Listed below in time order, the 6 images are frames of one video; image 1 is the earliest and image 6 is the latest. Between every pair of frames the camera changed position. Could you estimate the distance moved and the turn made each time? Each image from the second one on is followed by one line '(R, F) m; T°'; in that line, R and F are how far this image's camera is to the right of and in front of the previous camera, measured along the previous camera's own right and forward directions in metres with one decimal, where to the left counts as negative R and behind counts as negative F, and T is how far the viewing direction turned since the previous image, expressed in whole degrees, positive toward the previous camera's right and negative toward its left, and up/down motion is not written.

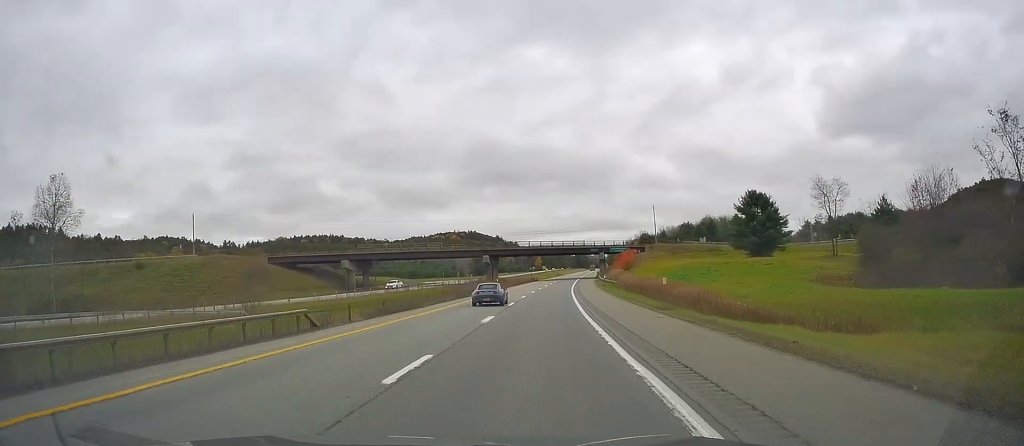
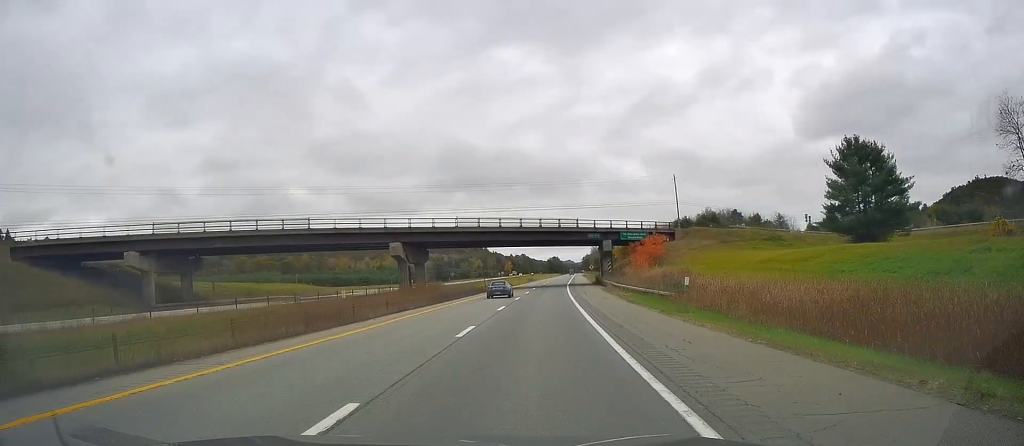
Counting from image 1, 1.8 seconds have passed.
(+1.3, +52.9) m; +3°
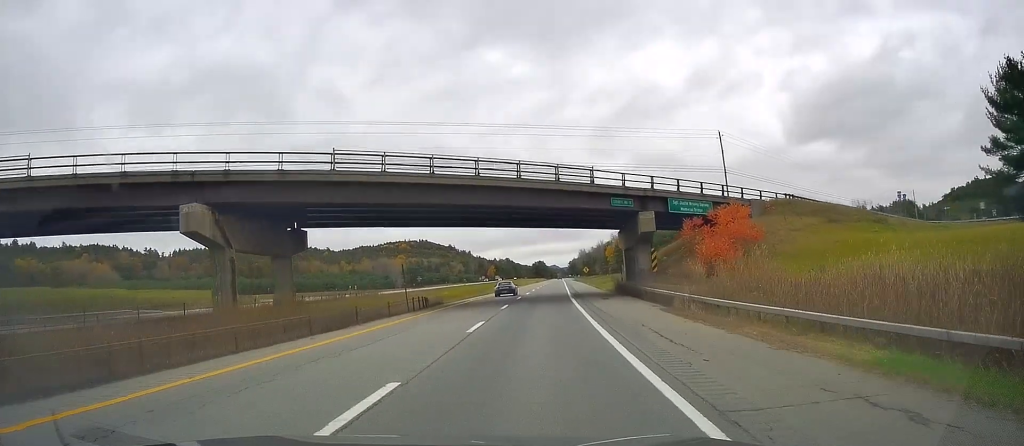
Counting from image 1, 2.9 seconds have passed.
(+0.5, +34.3) m; +1°
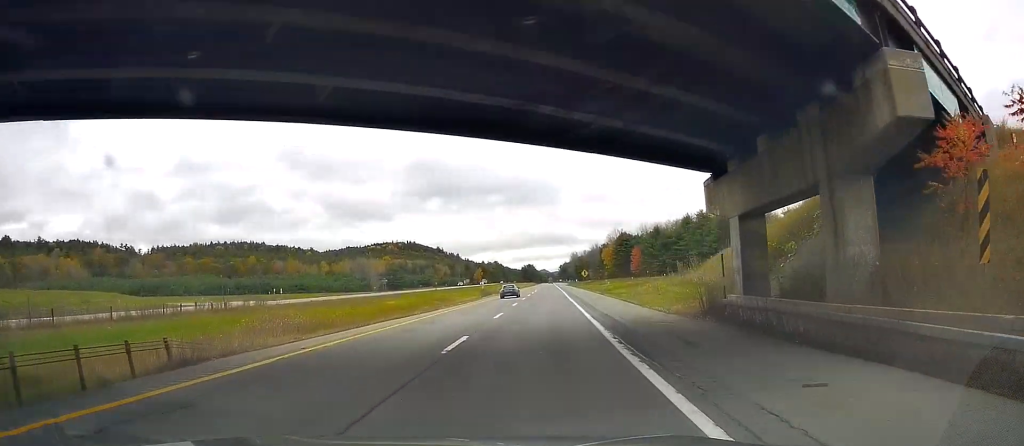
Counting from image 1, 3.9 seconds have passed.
(+0.2, +29.0) m; +1°
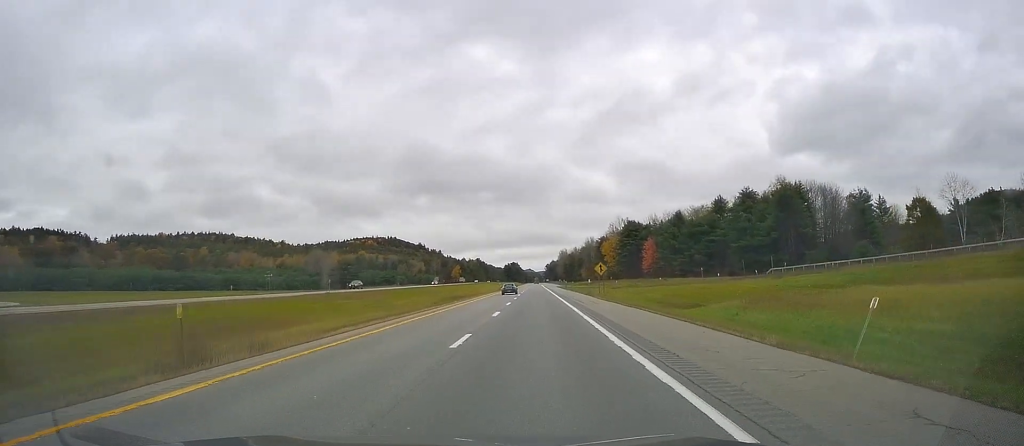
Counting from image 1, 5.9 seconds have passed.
(+0.8, +59.1) m; +2°
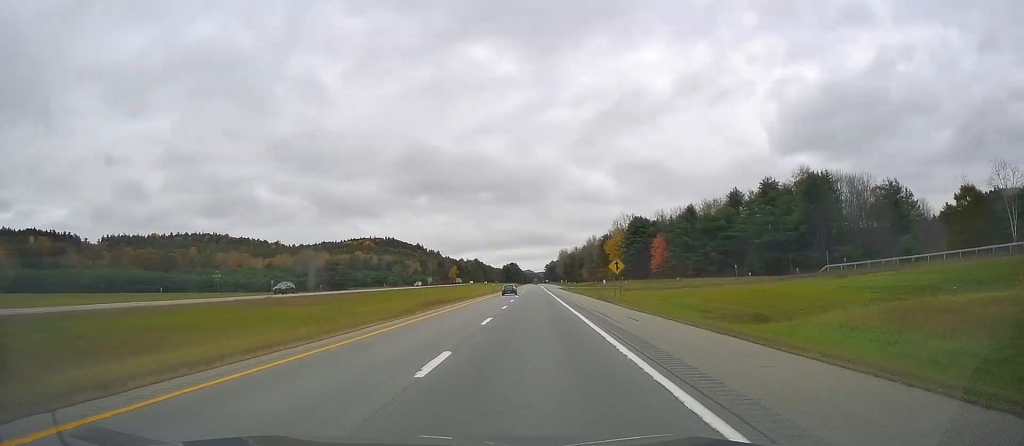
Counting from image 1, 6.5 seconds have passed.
(+0.1, +15.7) m; 0°
